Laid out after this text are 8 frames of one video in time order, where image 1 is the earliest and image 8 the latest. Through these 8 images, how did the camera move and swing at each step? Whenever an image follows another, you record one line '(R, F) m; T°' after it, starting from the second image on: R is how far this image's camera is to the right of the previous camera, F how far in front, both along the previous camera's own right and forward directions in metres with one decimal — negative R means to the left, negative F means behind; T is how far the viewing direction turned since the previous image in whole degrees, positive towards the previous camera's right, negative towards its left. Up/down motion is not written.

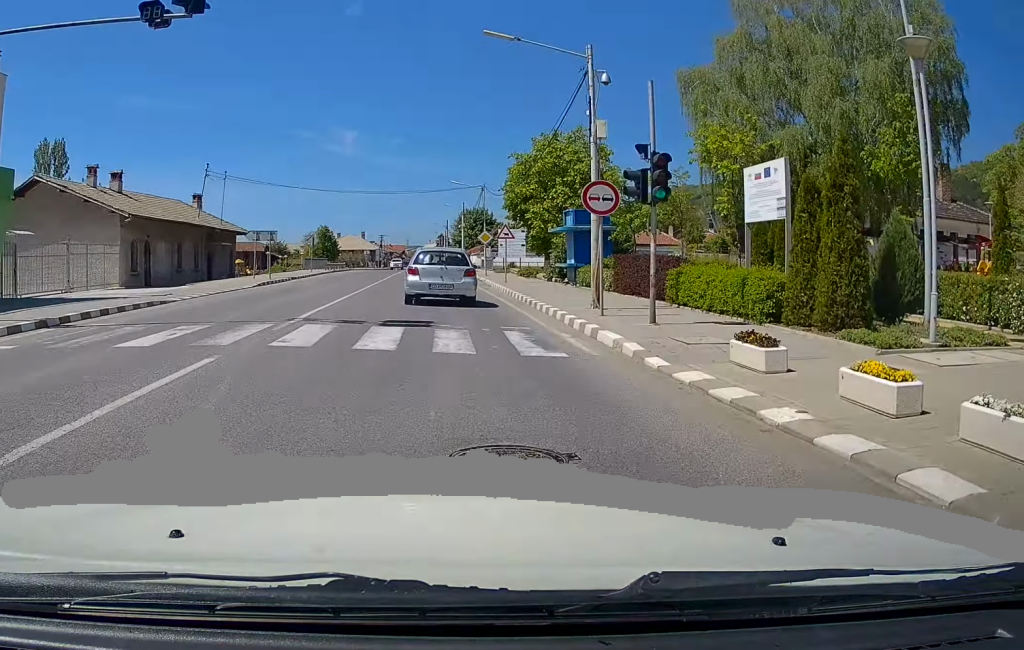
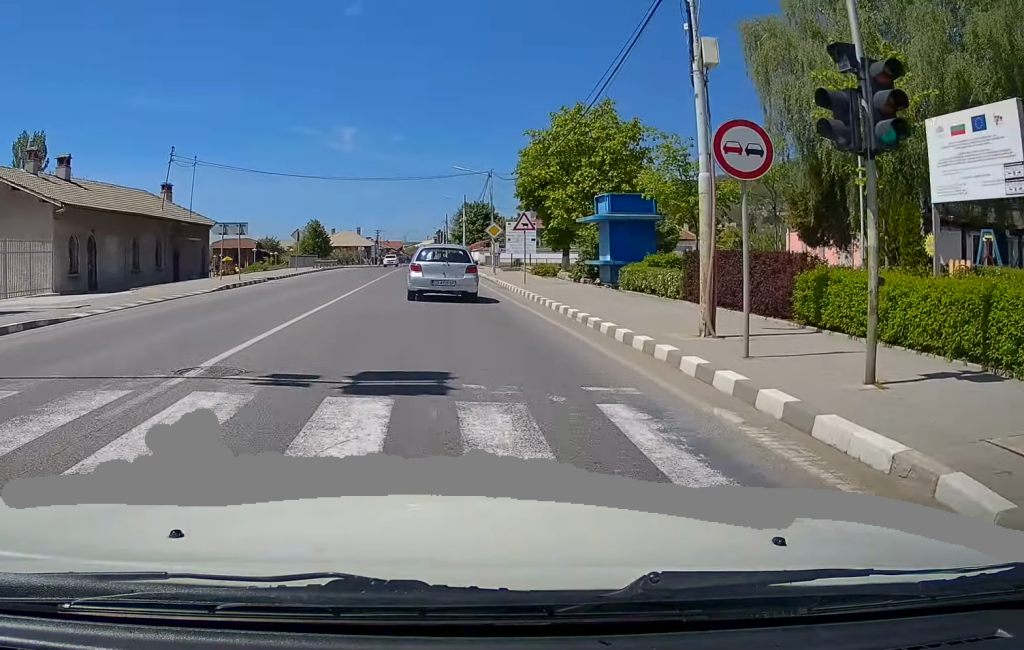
(+0.1, +6.3) m; -1°
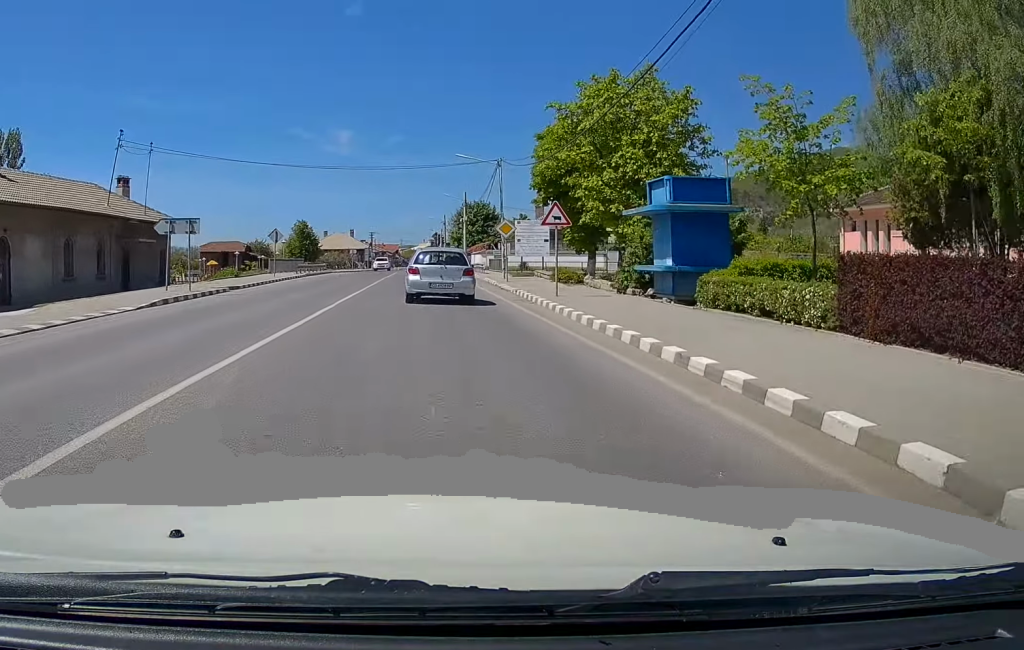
(-0.2, +6.8) m; 0°
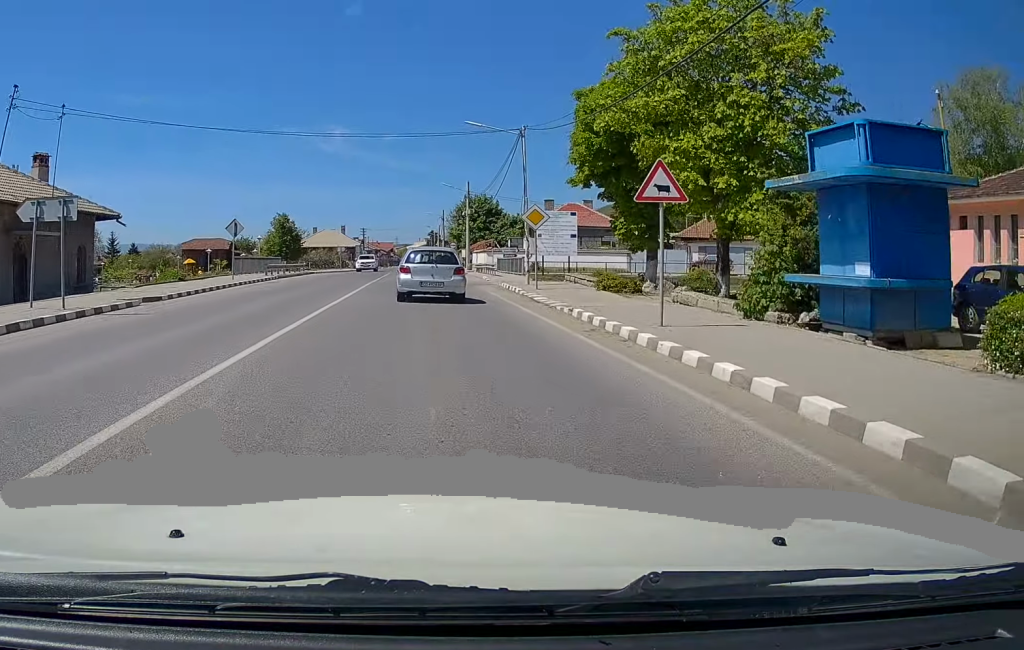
(-0.1, +9.1) m; 0°
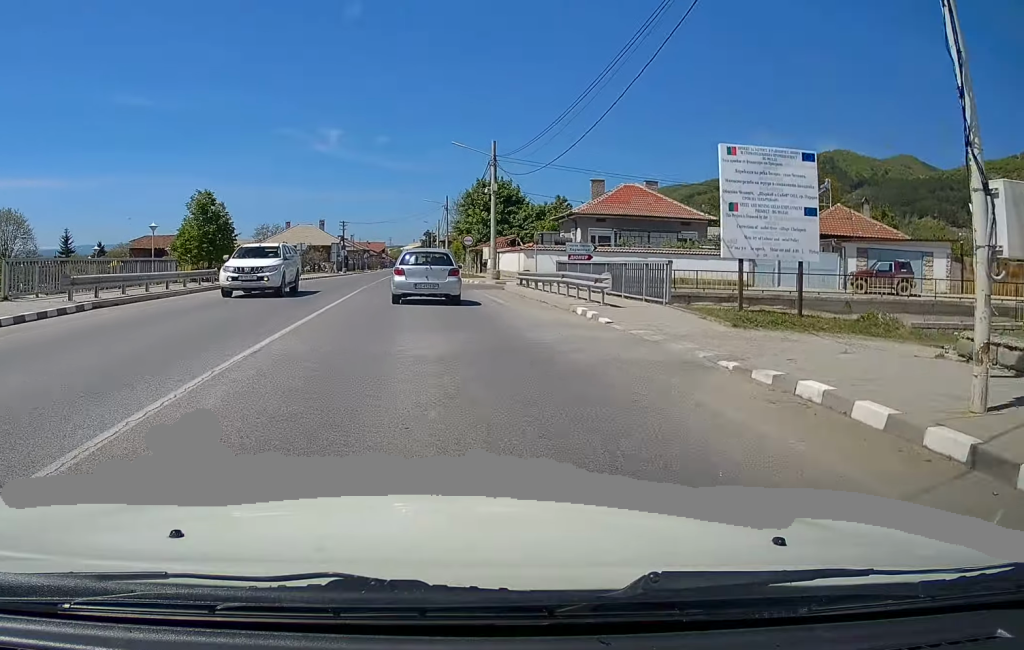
(+0.1, +23.8) m; +1°
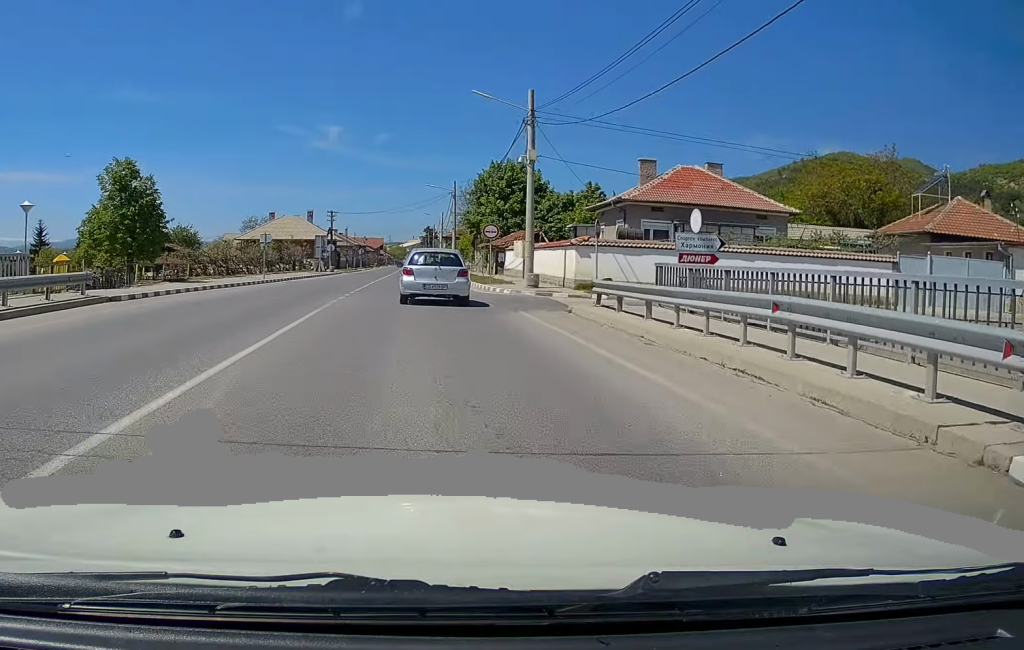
(+0.3, +12.8) m; +2°
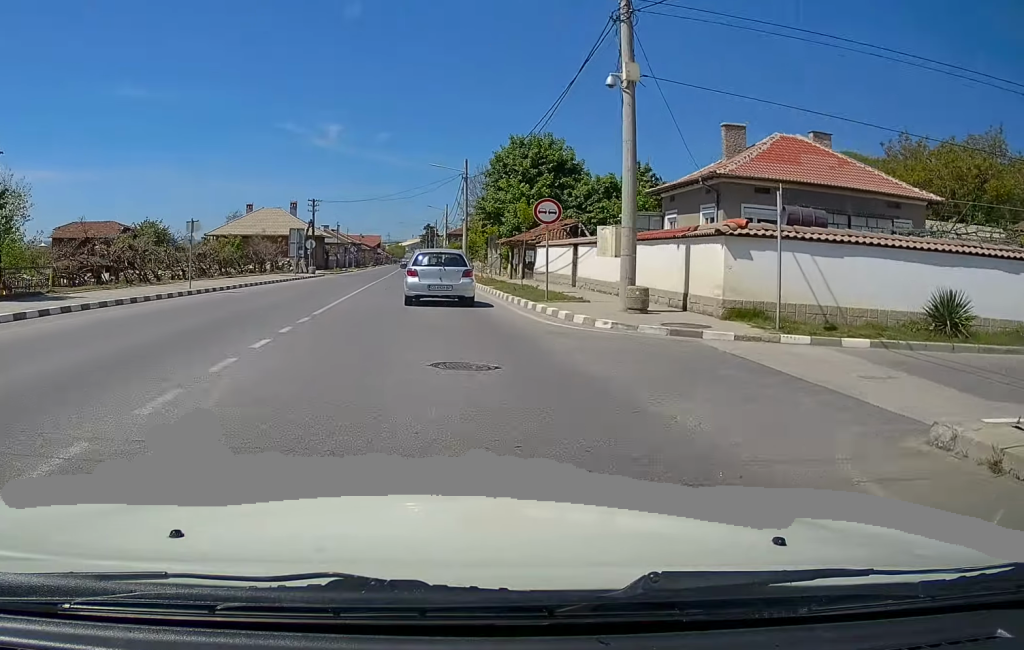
(+0.1, +13.5) m; -1°
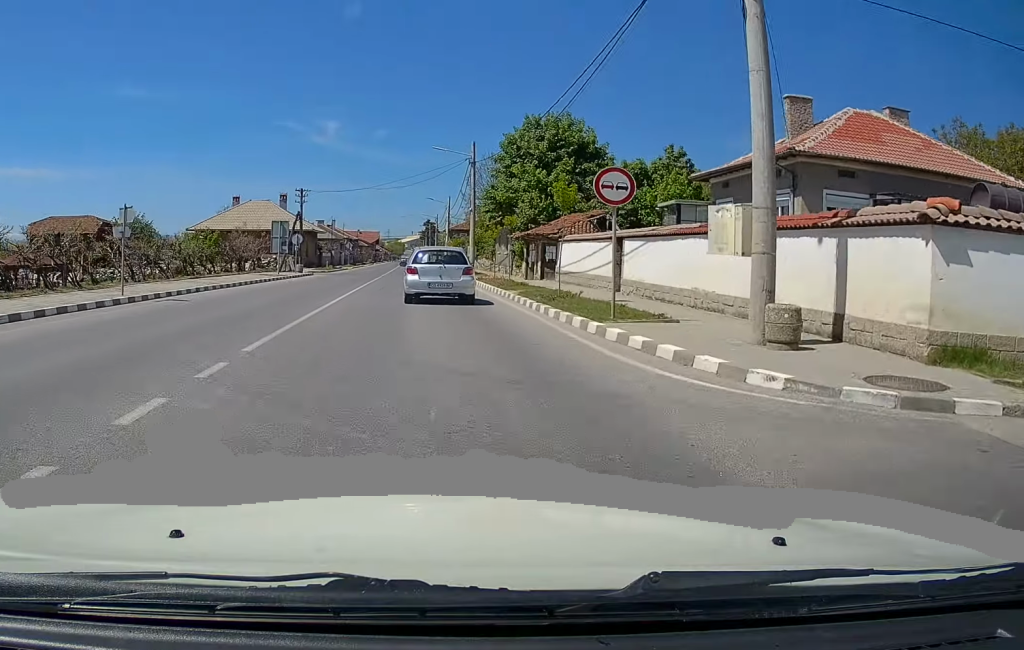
(-0.1, +6.4) m; -1°
